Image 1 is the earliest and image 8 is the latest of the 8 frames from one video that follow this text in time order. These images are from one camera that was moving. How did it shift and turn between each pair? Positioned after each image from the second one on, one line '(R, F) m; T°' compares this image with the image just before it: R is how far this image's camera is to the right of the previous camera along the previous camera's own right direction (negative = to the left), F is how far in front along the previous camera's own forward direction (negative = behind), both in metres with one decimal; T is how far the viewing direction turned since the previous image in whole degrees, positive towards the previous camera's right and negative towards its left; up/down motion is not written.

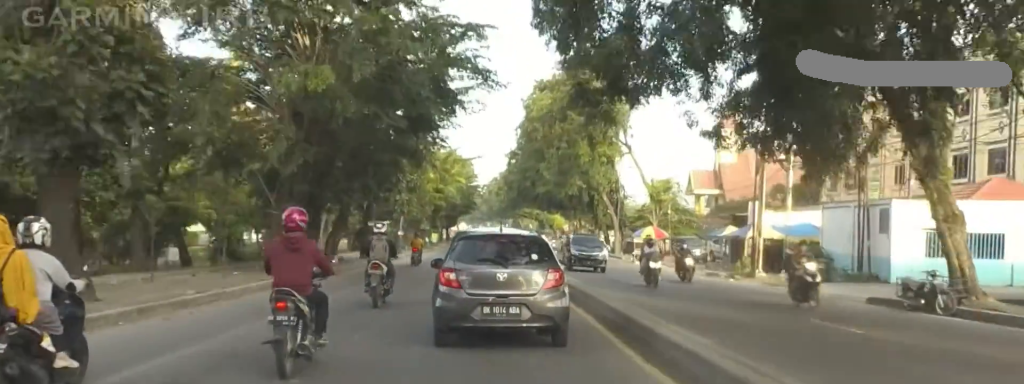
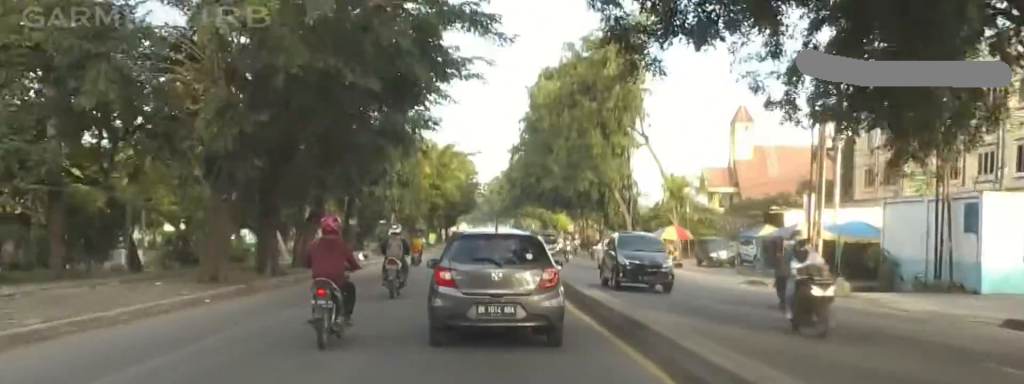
(-0.8, +6.7) m; -4°
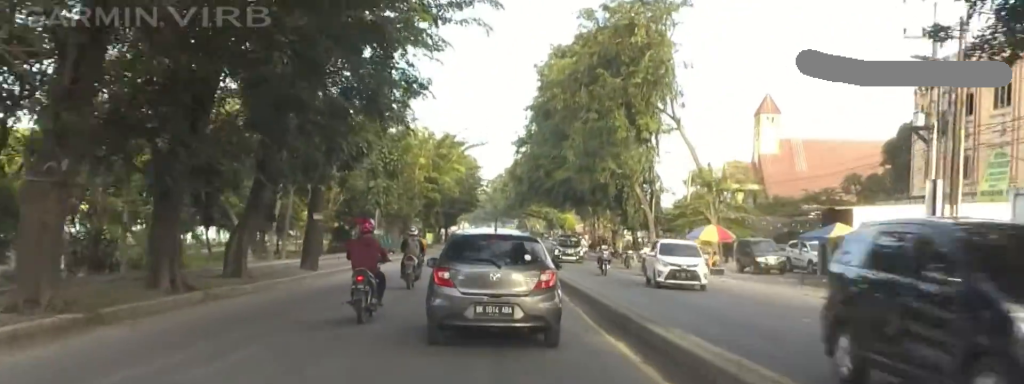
(-0.4, +8.8) m; -3°
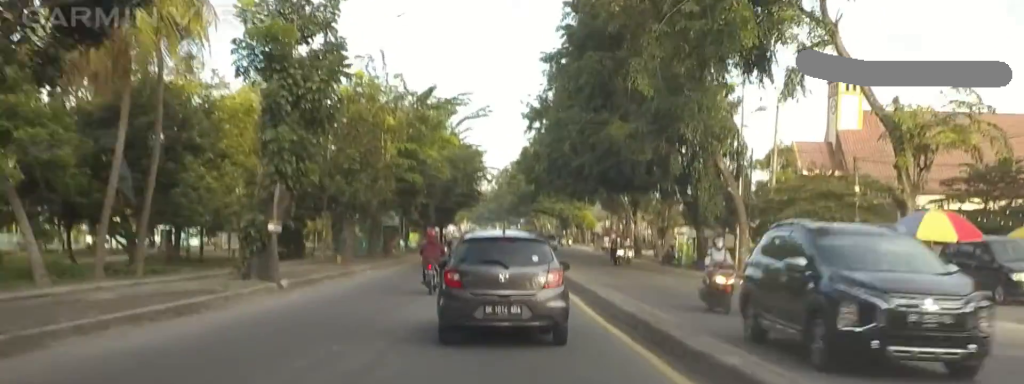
(0.0, +21.8) m; 0°
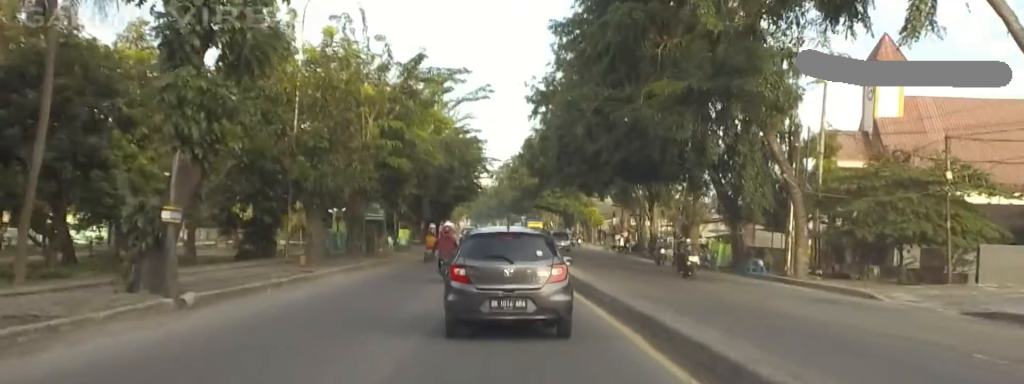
(0.0, +7.7) m; 0°
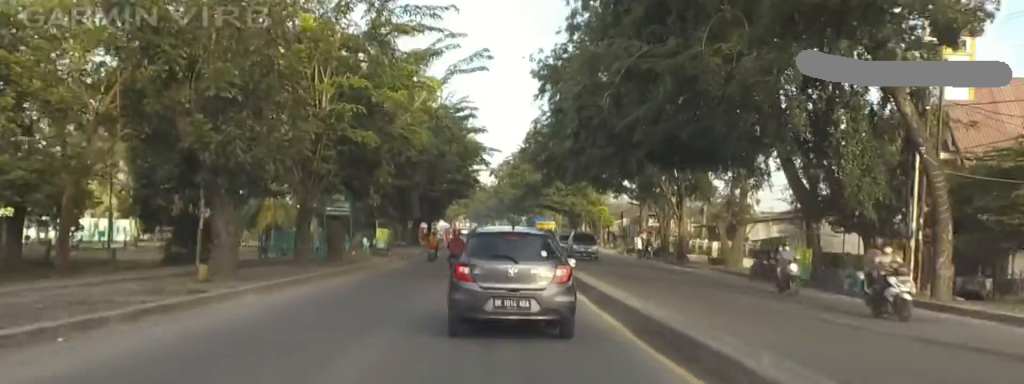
(0.0, +10.8) m; 0°
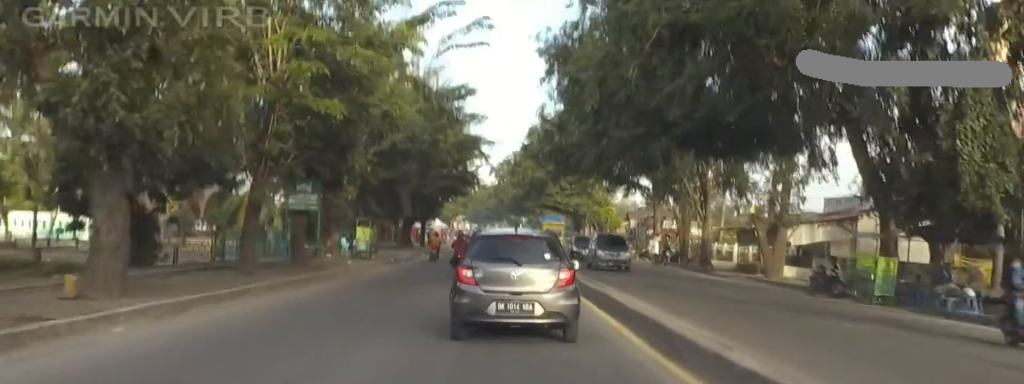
(0.0, +6.4) m; 0°
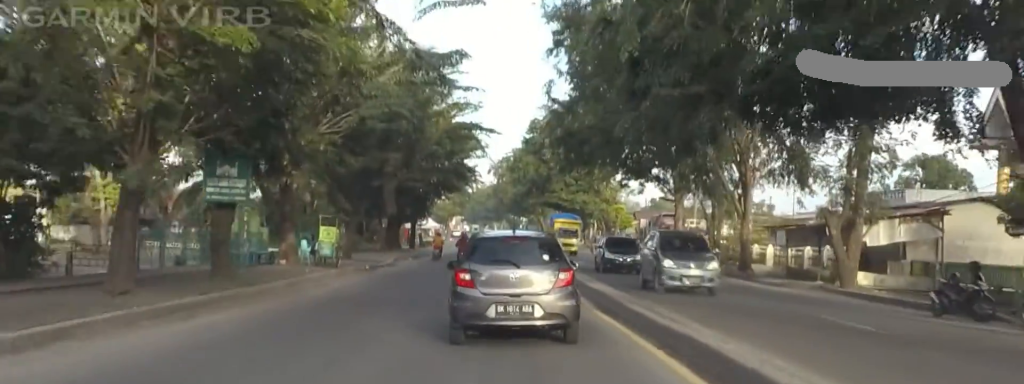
(0.0, +8.1) m; 0°
